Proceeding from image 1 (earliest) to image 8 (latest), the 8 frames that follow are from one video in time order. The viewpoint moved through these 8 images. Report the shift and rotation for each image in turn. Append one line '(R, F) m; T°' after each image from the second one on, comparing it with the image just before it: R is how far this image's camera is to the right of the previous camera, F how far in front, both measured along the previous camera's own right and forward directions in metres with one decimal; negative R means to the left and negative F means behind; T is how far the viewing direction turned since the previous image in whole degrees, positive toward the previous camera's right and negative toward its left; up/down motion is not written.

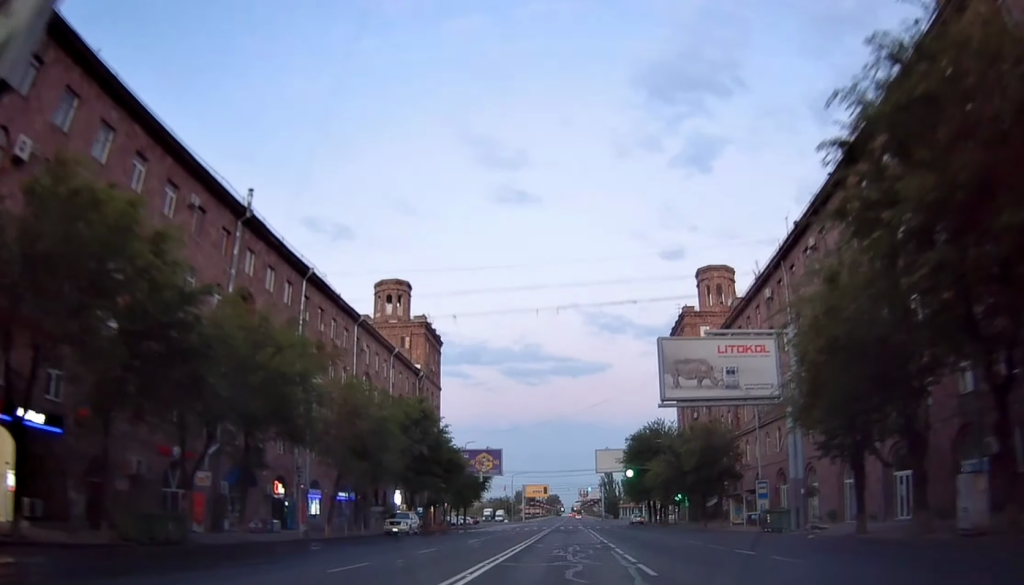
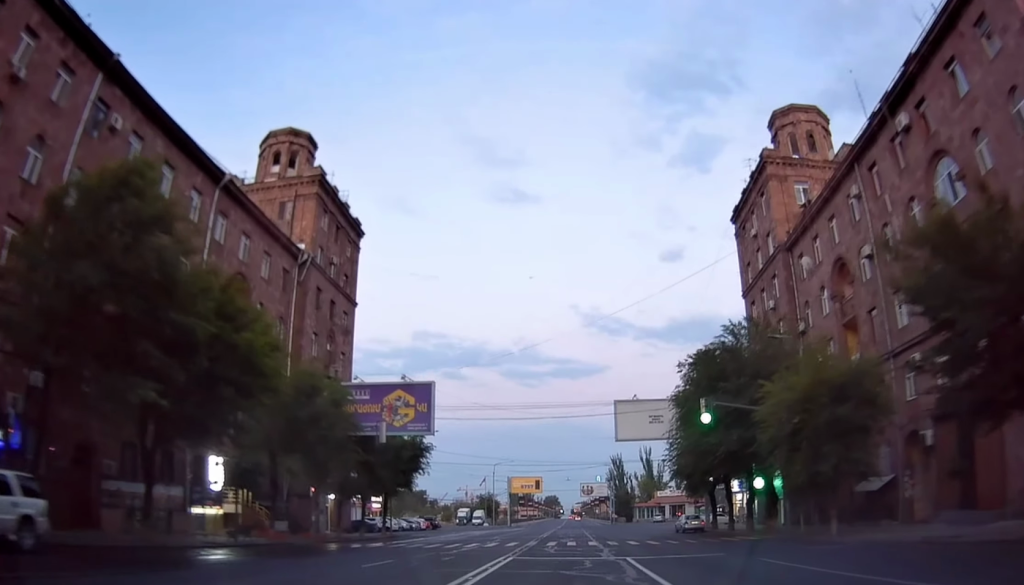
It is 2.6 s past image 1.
(+0.1, +41.6) m; 0°
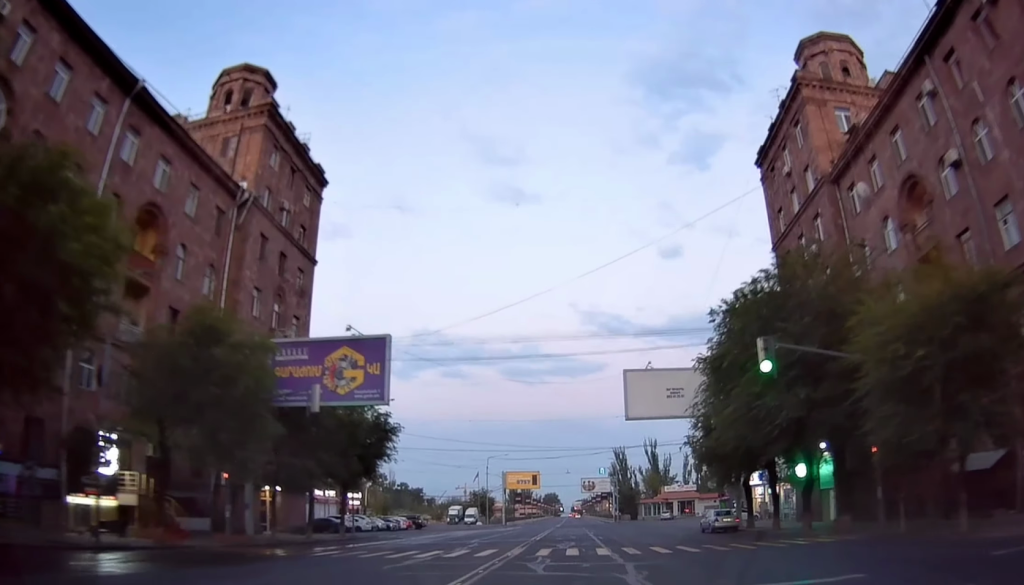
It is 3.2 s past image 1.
(+0.1, +10.4) m; 0°
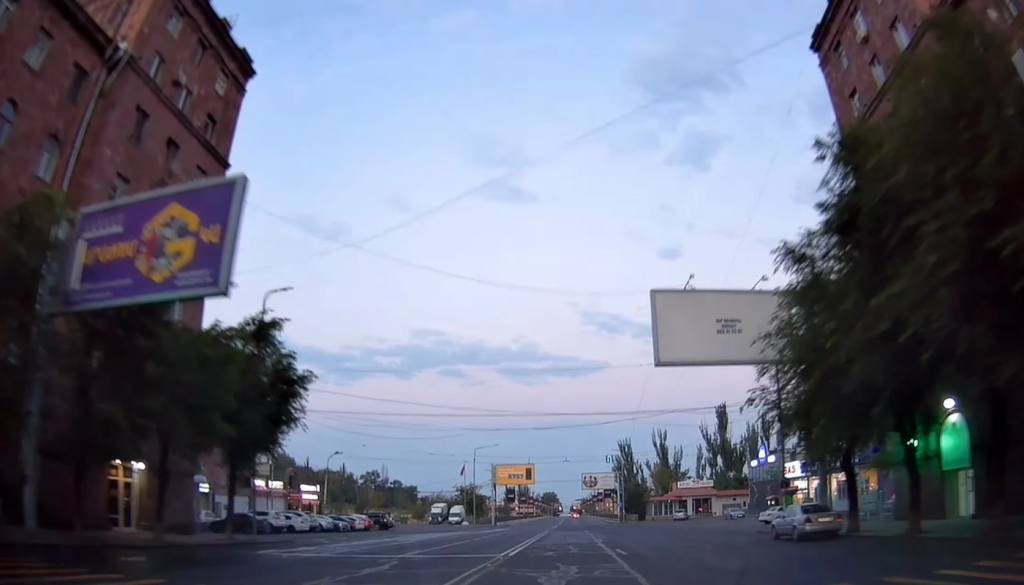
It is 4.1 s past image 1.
(0.0, +15.8) m; -1°
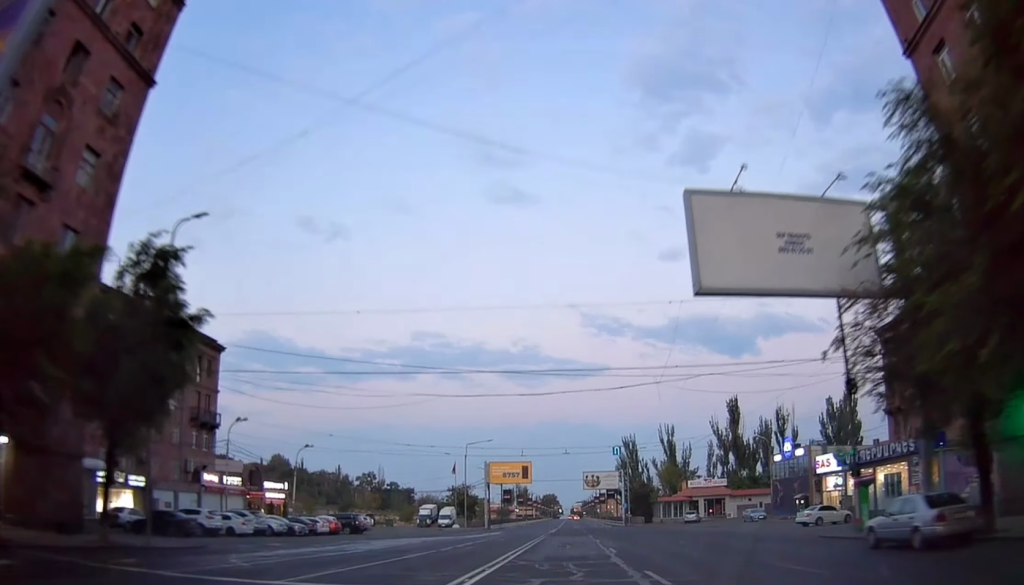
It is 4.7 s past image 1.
(-0.2, +9.6) m; -1°
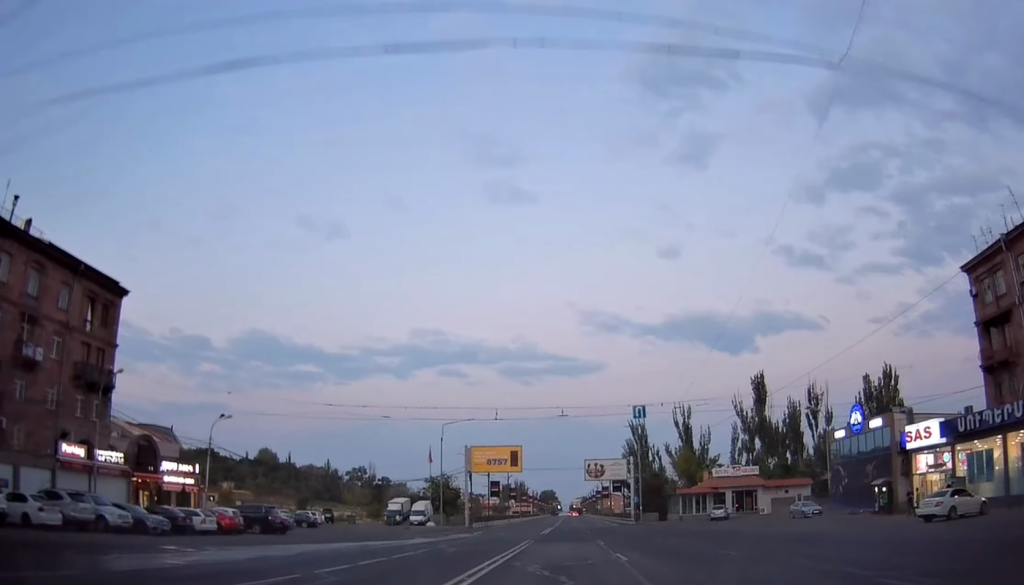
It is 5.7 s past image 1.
(-0.2, +17.8) m; +1°
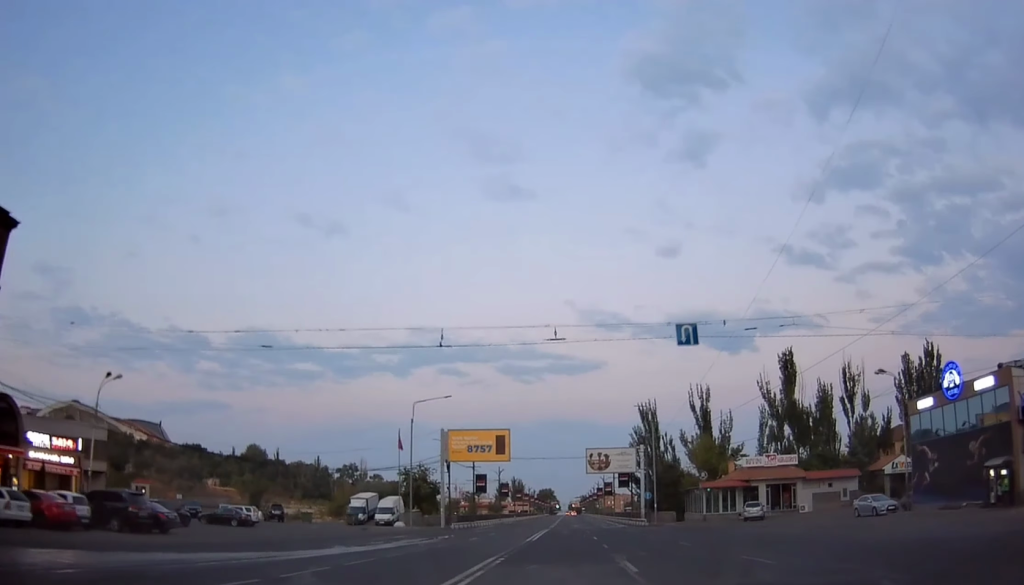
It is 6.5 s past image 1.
(+0.4, +15.0) m; +1°
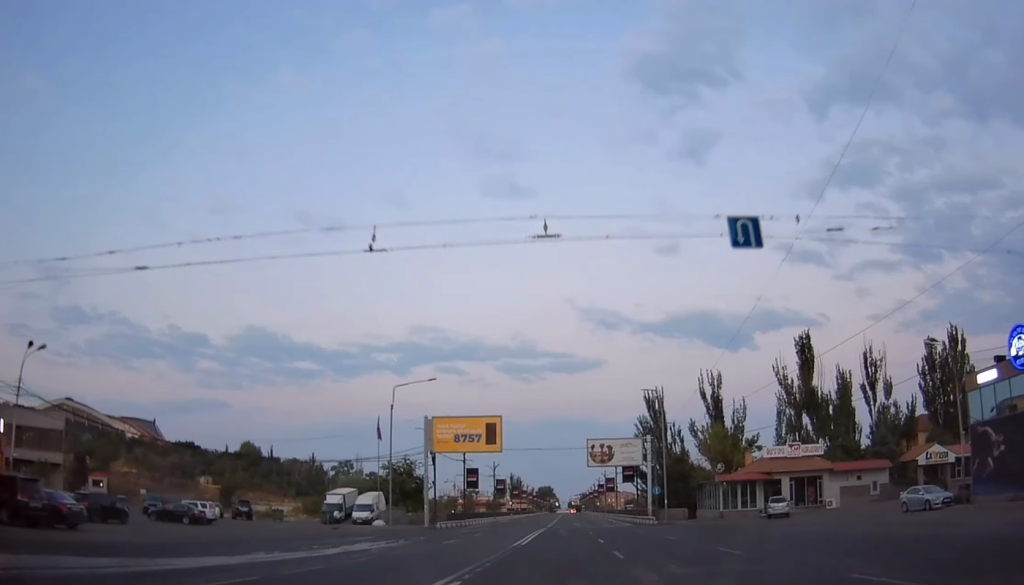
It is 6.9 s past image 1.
(+0.4, +7.5) m; 0°
